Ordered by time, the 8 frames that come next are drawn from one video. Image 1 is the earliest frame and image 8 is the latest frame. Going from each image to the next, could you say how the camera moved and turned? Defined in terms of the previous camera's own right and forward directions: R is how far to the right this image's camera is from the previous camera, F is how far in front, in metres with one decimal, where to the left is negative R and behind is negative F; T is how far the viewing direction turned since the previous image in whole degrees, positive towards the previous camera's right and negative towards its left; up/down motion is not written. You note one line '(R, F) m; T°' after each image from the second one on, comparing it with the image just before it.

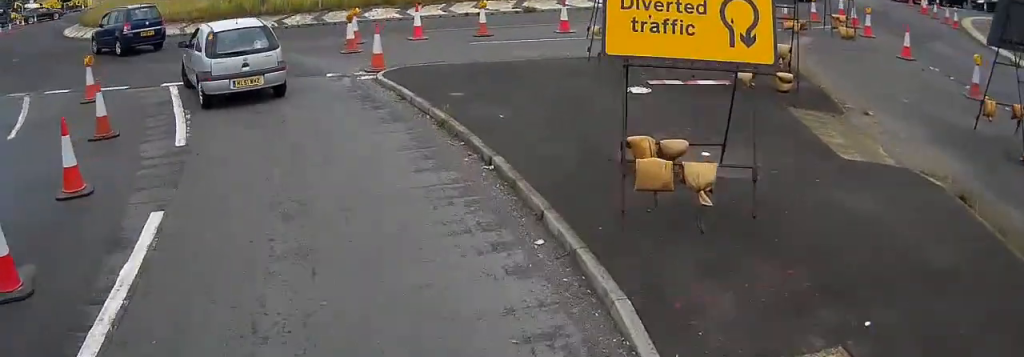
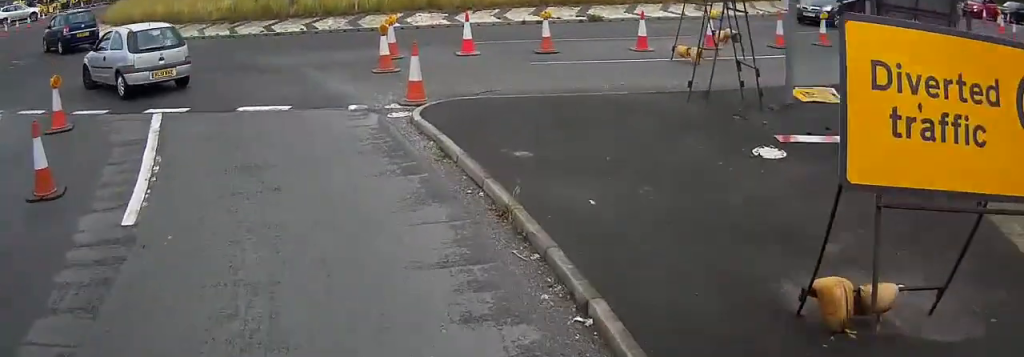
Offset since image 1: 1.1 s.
(-0.1, +3.5) m; -6°
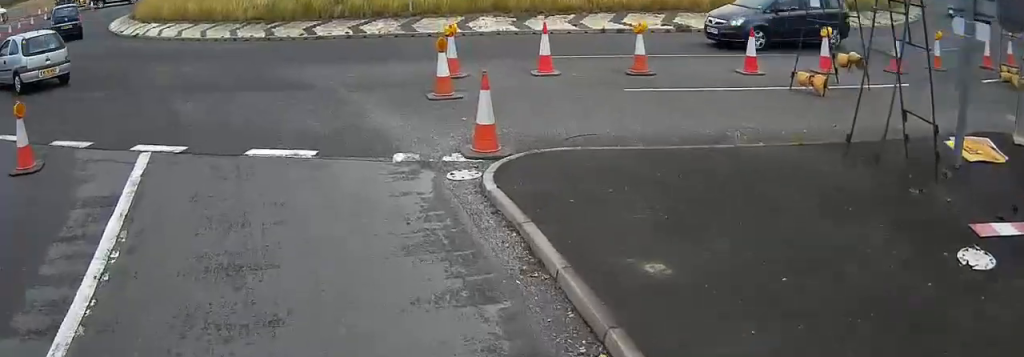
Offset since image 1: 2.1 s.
(-0.2, +3.3) m; -6°
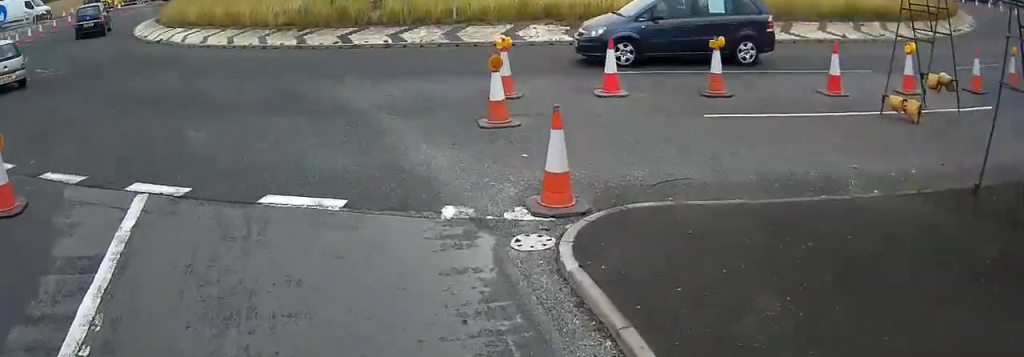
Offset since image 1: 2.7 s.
(-0.1, +1.9) m; -3°
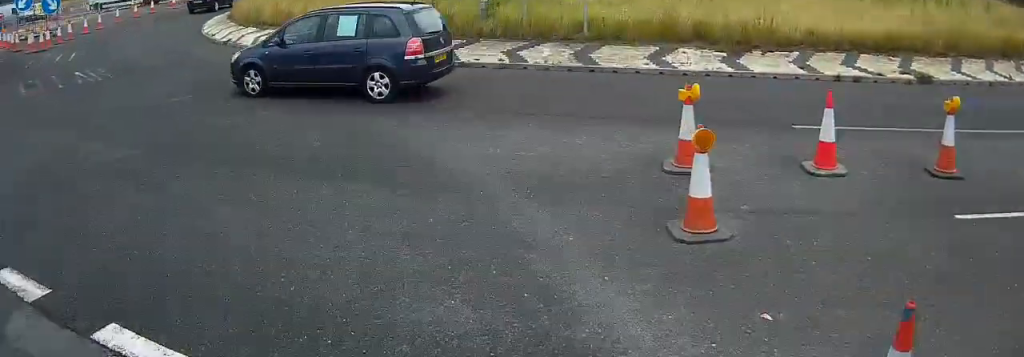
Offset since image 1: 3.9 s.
(-0.2, +3.8) m; -6°
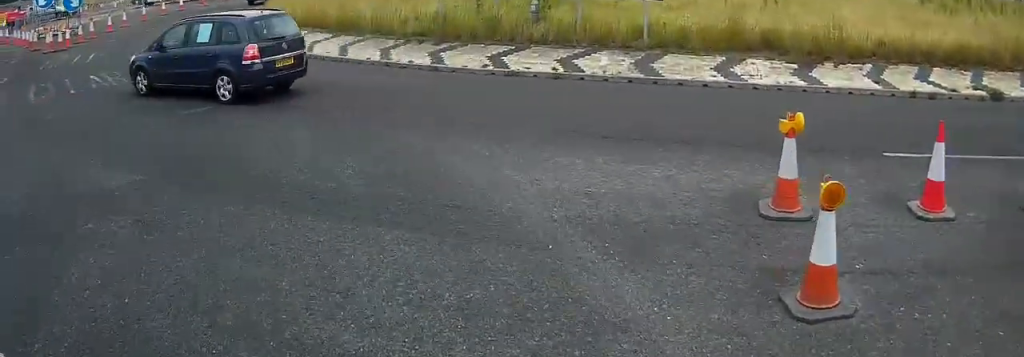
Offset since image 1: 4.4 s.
(0.0, +1.5) m; -2°
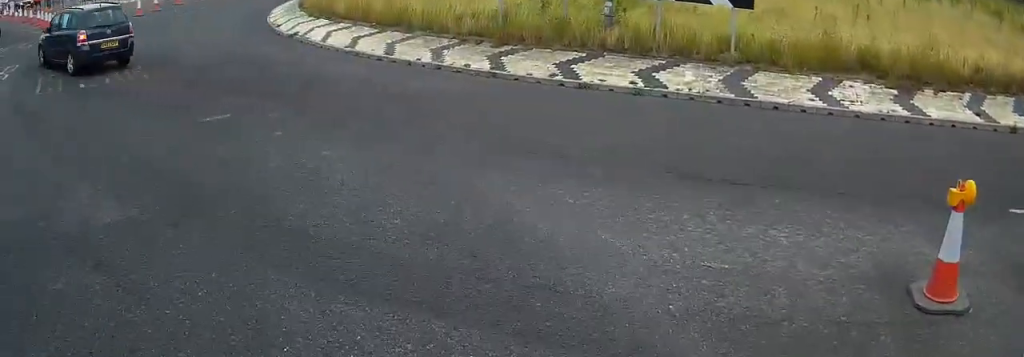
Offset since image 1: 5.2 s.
(-0.1, +2.3) m; -3°
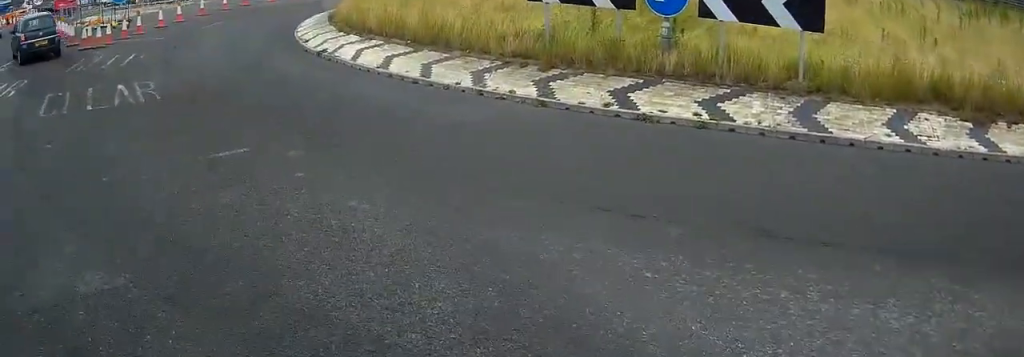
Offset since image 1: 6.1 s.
(0.0, +2.5) m; -2°
